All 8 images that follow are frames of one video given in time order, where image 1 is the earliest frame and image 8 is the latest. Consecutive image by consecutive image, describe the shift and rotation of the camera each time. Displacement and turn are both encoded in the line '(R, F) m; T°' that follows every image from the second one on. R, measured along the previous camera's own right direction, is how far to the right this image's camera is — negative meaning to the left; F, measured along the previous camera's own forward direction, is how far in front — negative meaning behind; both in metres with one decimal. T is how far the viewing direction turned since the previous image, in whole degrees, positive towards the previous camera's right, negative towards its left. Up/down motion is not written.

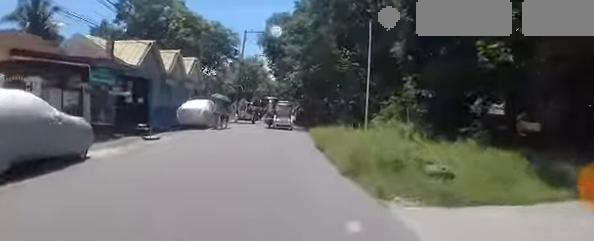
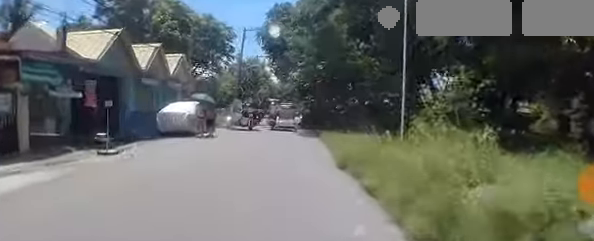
(0.0, +2.8) m; -1°
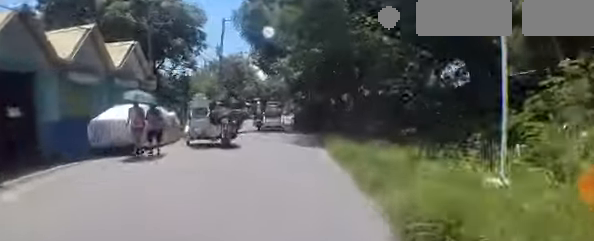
(-0.3, +3.9) m; +2°
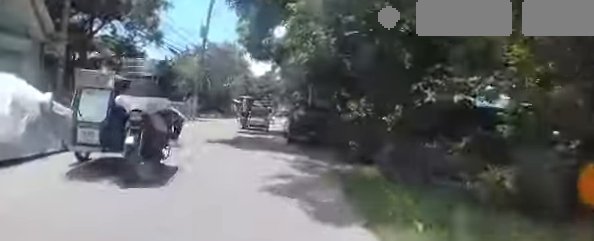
(+0.4, +5.5) m; +1°
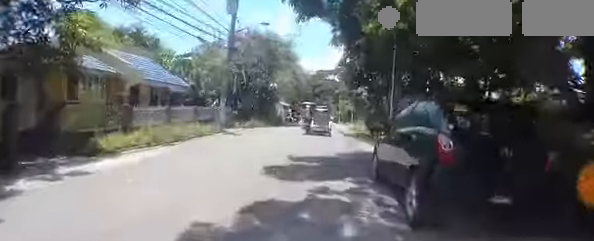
(-0.5, +7.8) m; -3°
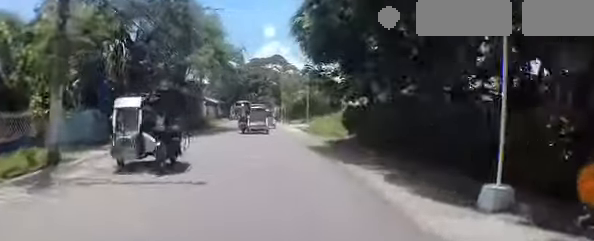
(+0.6, +9.6) m; +3°
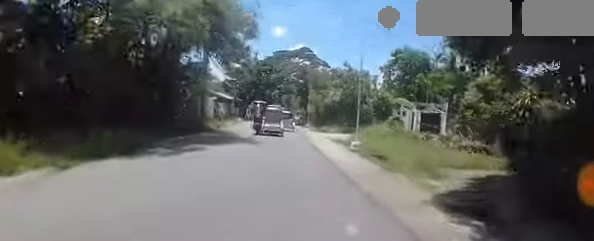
(0.0, +8.3) m; 0°
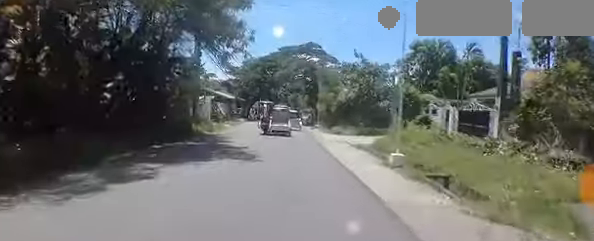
(0.0, +3.7) m; 0°
